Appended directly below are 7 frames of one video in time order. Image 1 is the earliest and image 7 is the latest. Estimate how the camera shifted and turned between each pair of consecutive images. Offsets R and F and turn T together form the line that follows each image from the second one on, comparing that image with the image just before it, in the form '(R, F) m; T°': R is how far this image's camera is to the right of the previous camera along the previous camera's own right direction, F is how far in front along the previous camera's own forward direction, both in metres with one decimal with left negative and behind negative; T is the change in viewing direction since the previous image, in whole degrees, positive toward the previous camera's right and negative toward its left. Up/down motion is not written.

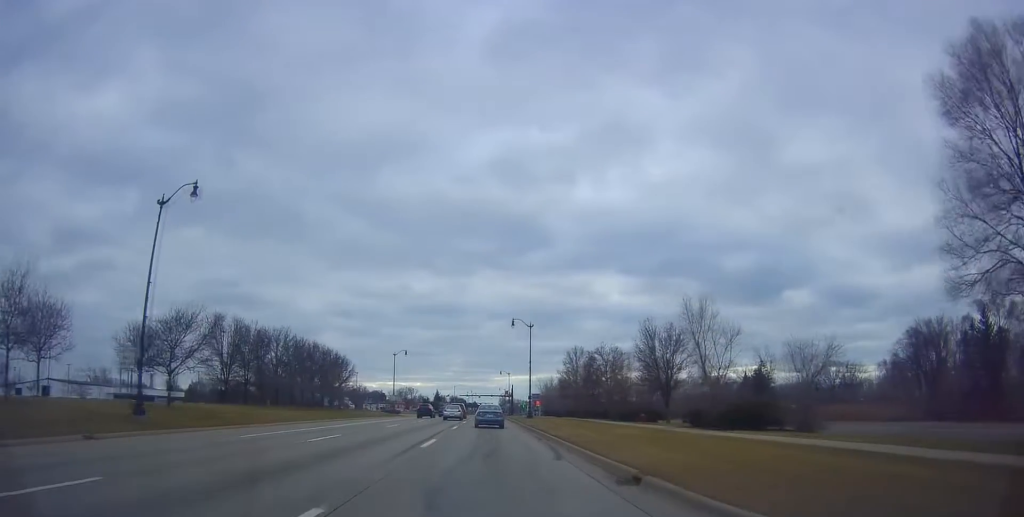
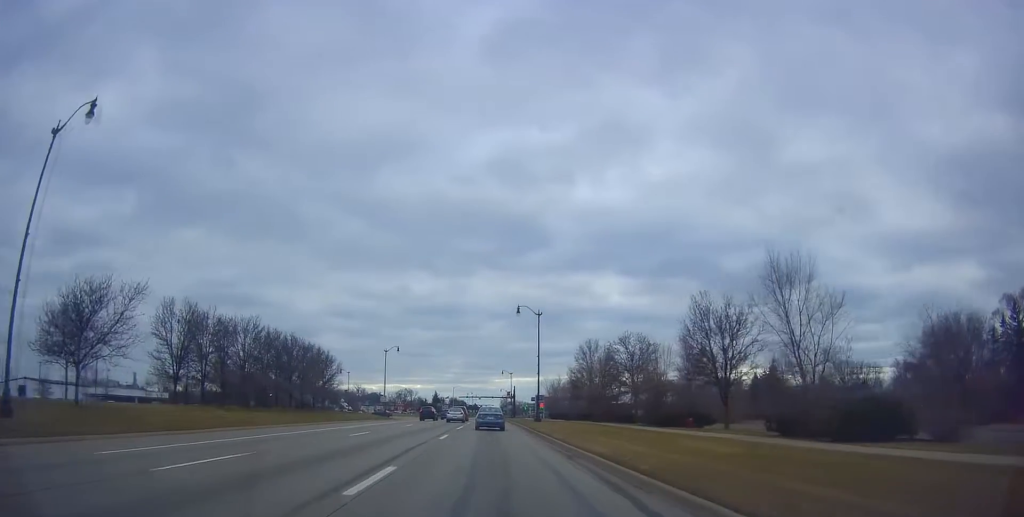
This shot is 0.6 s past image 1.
(+0.3, +9.8) m; -1°
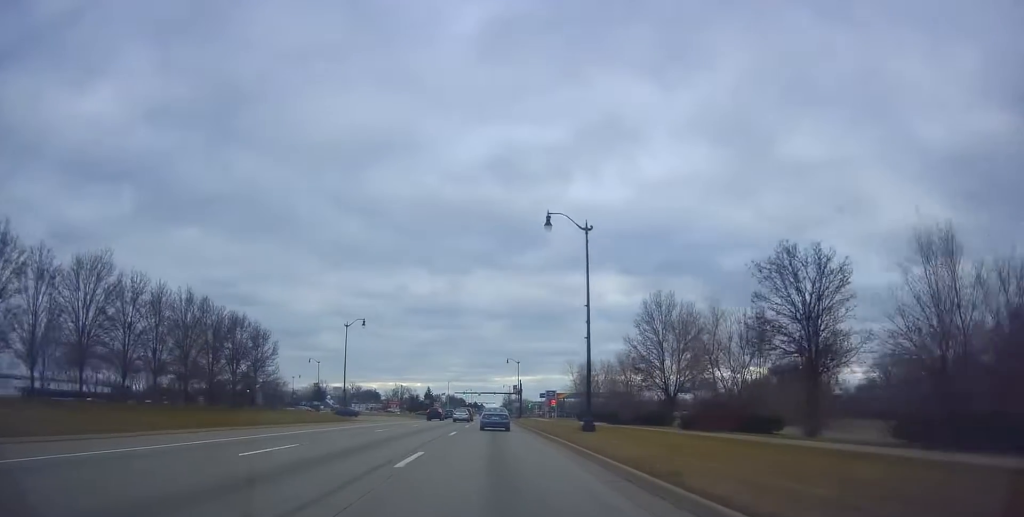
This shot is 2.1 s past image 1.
(-0.5, +26.3) m; +1°
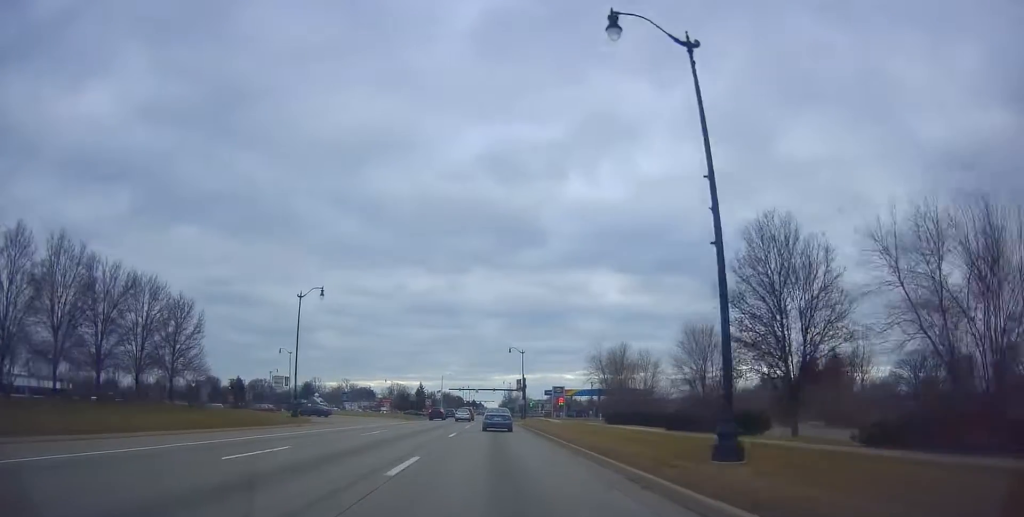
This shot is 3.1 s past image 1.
(+0.5, +16.2) m; +1°
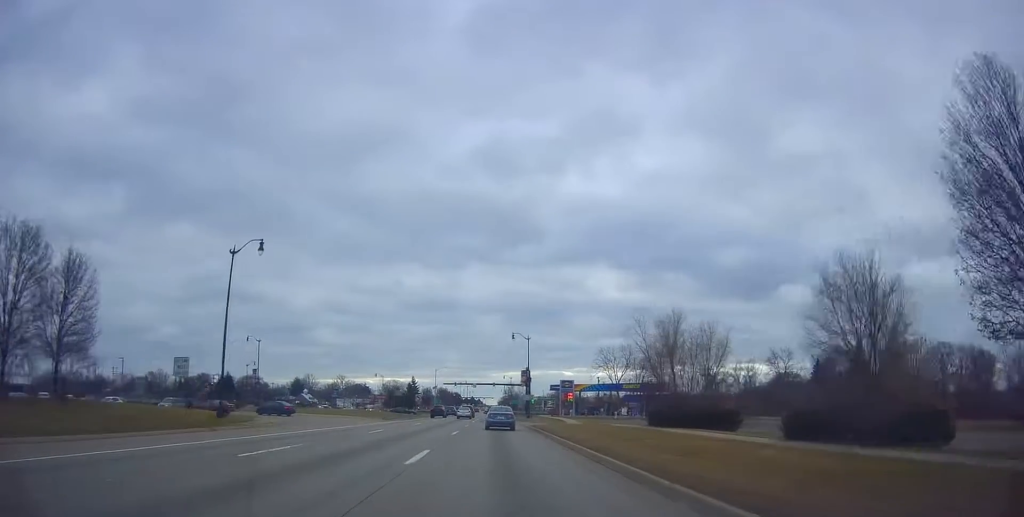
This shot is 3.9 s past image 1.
(0.0, +13.8) m; -1°
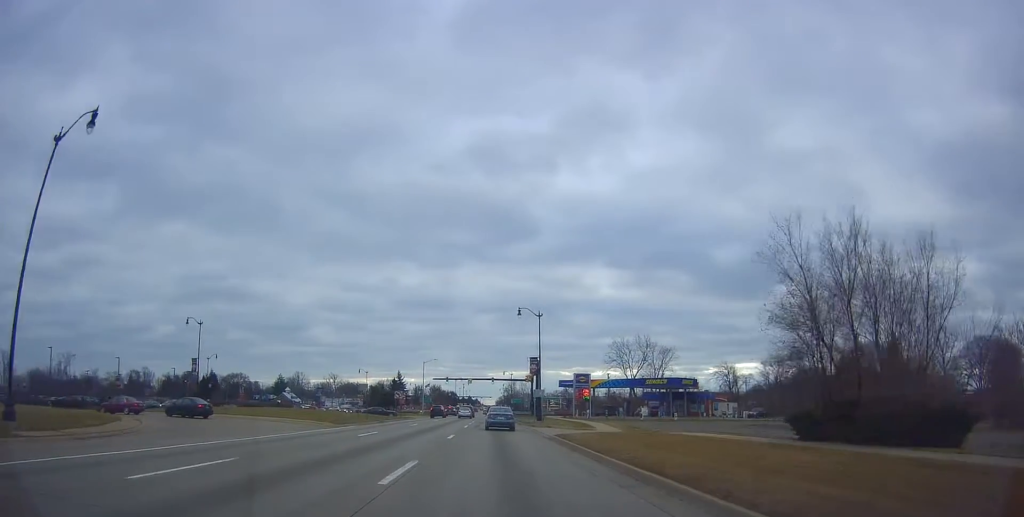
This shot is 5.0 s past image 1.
(-0.2, +18.3) m; 0°
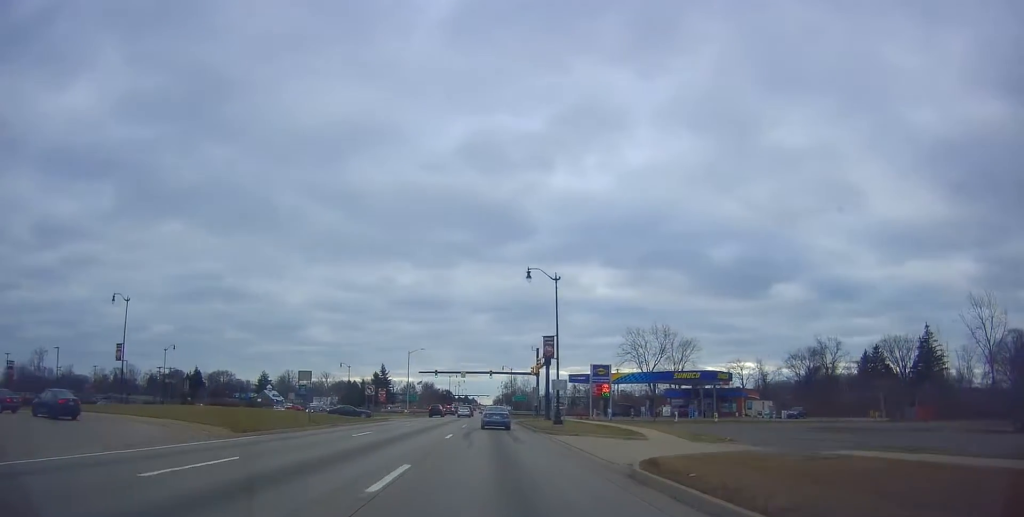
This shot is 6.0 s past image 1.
(+0.3, +16.0) m; +1°
